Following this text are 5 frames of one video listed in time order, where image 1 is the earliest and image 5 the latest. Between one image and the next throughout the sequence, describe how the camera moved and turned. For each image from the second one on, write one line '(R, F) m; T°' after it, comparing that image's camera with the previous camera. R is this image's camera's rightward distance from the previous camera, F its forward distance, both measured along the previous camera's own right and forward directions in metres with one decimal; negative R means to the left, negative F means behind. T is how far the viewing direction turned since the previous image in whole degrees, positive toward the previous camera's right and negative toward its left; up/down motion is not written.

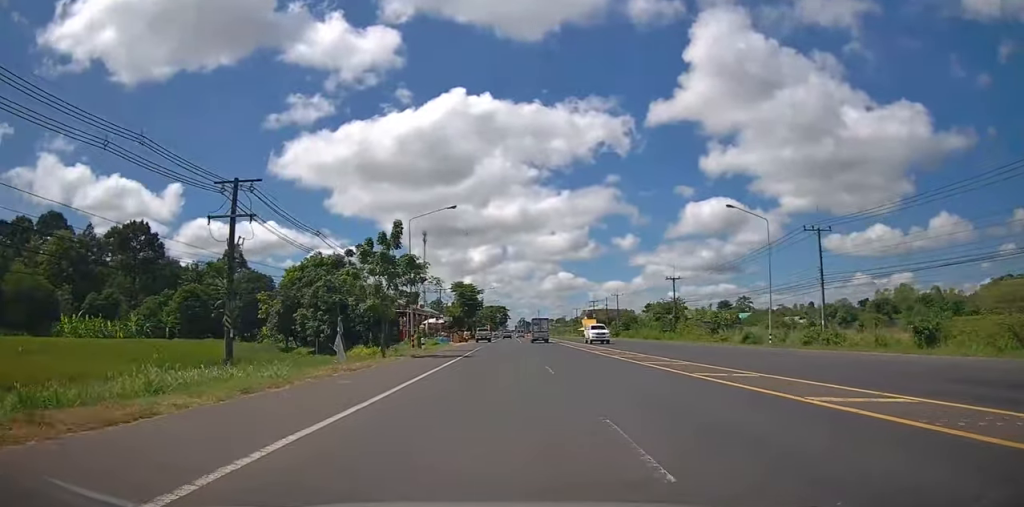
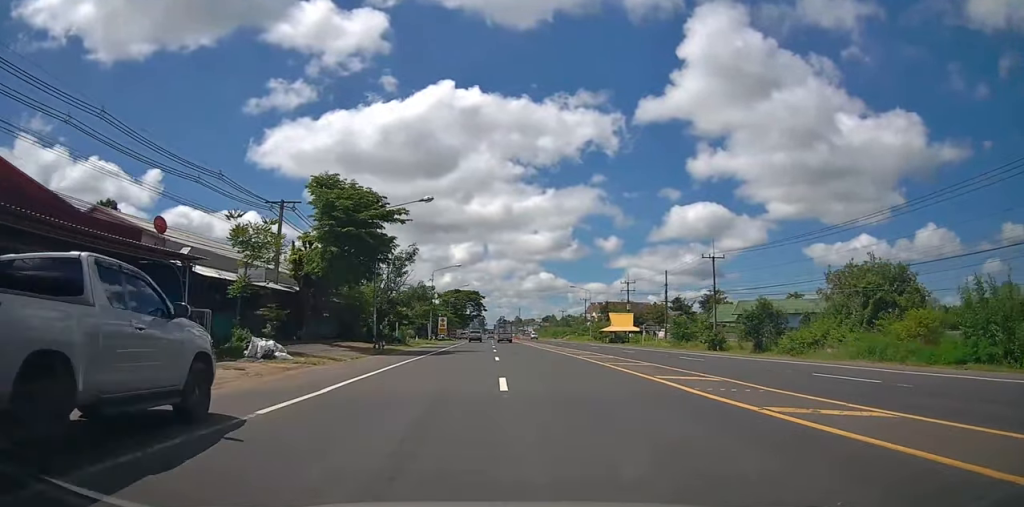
(+1.4, +66.7) m; +3°
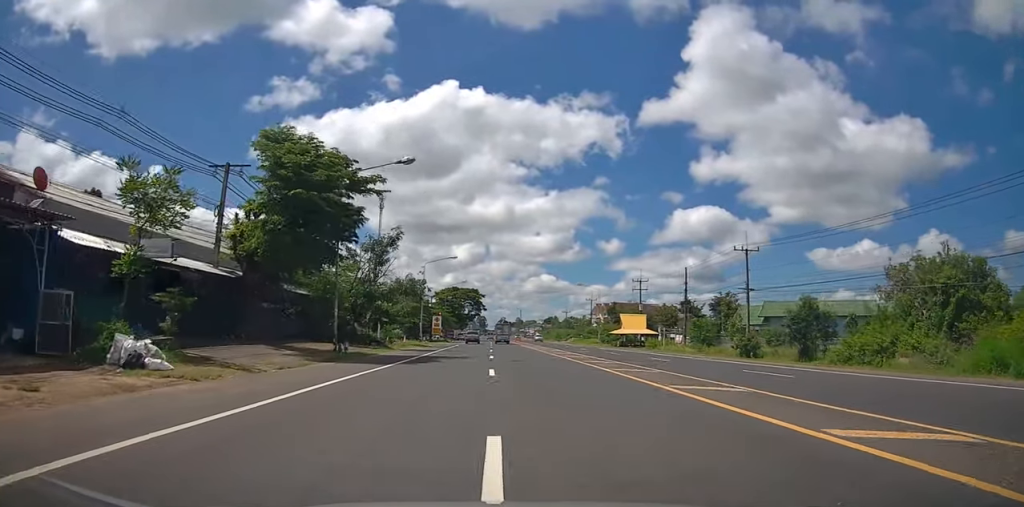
(0.0, +8.0) m; 0°
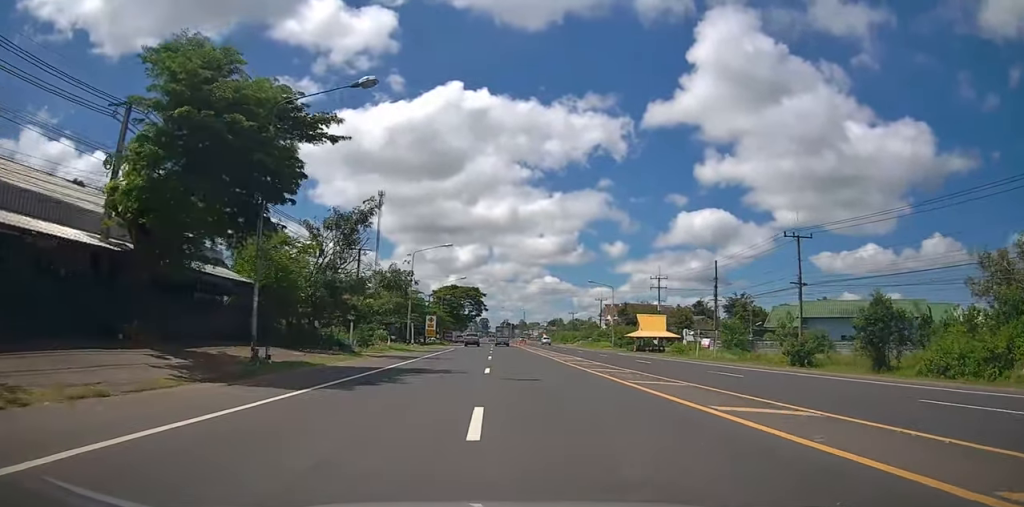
(0.0, +9.0) m; 0°
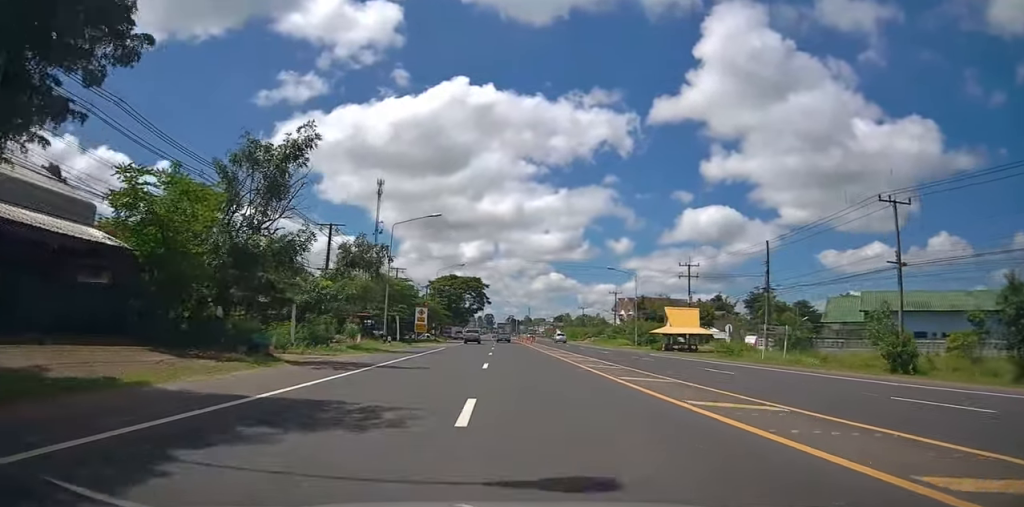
(0.0, +11.1) m; 0°
